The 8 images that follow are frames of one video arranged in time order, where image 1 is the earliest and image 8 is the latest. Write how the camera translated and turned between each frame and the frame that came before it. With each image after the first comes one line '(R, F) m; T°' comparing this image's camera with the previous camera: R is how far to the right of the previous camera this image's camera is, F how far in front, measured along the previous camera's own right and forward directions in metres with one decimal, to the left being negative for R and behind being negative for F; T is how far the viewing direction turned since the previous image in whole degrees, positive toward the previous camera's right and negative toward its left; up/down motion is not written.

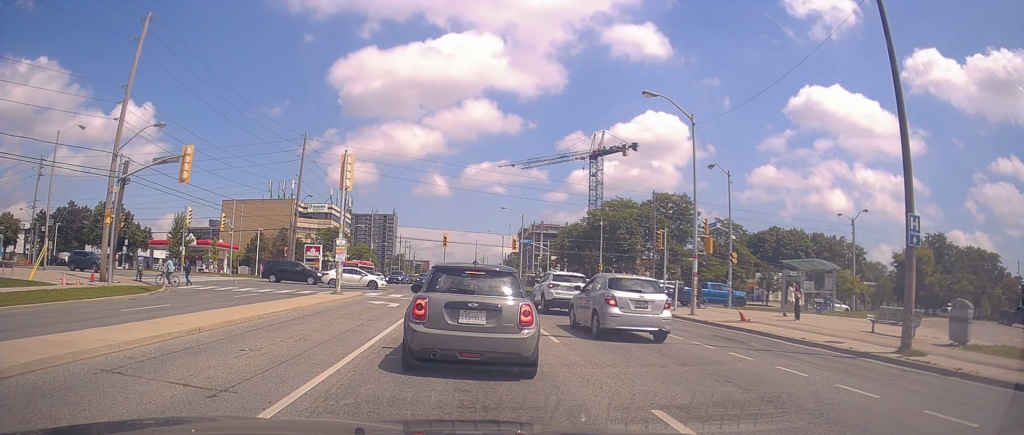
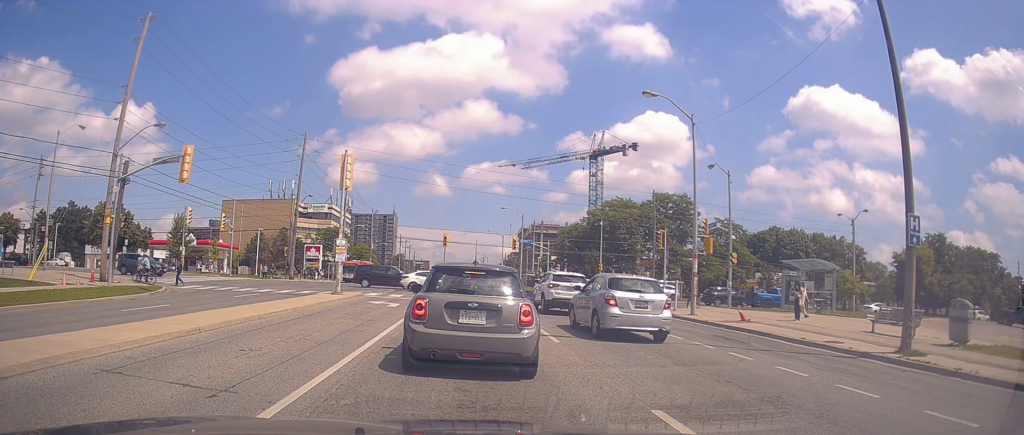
(+0.1, +0.2) m; 0°
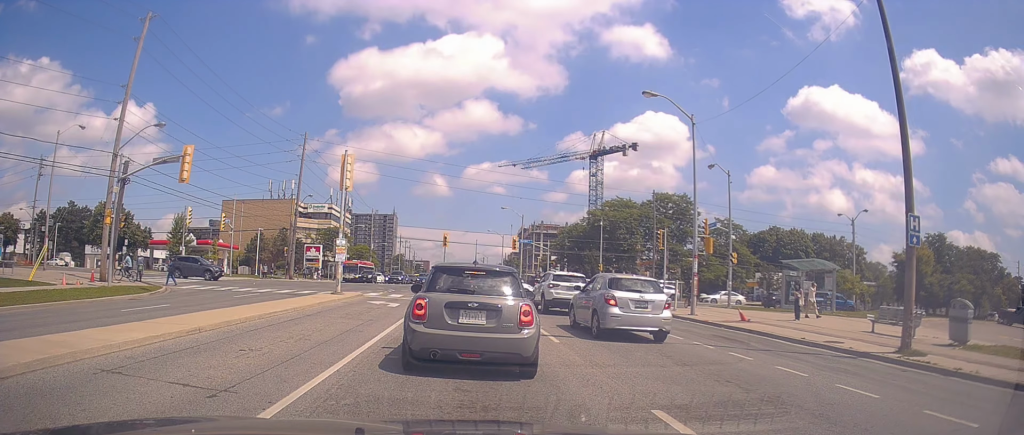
(0.0, 0.0) m; 0°
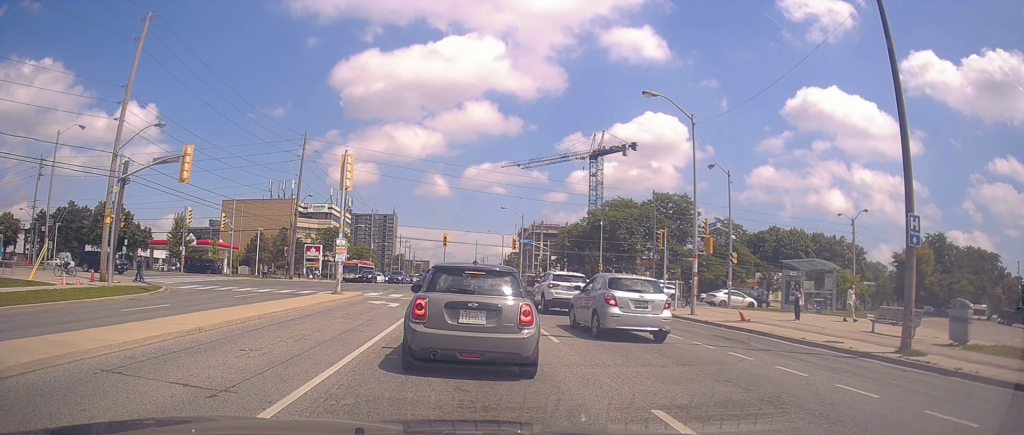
(0.0, 0.0) m; 0°
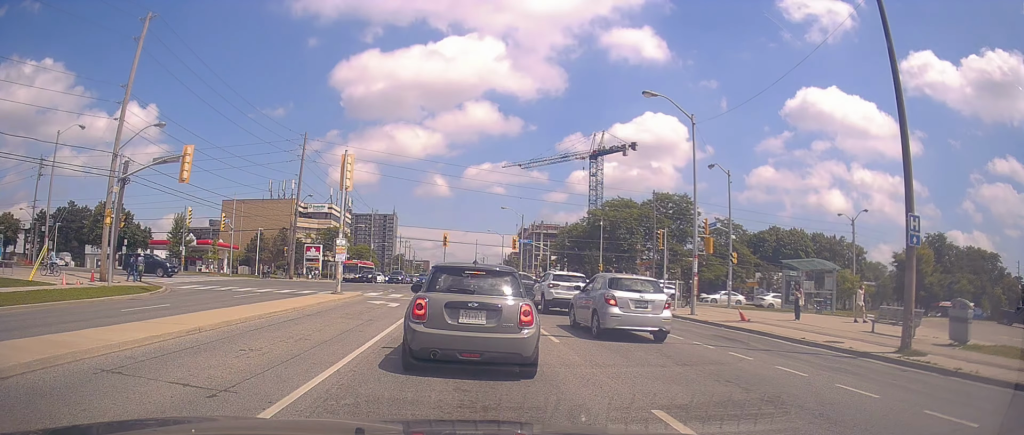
(0.0, 0.0) m; 0°
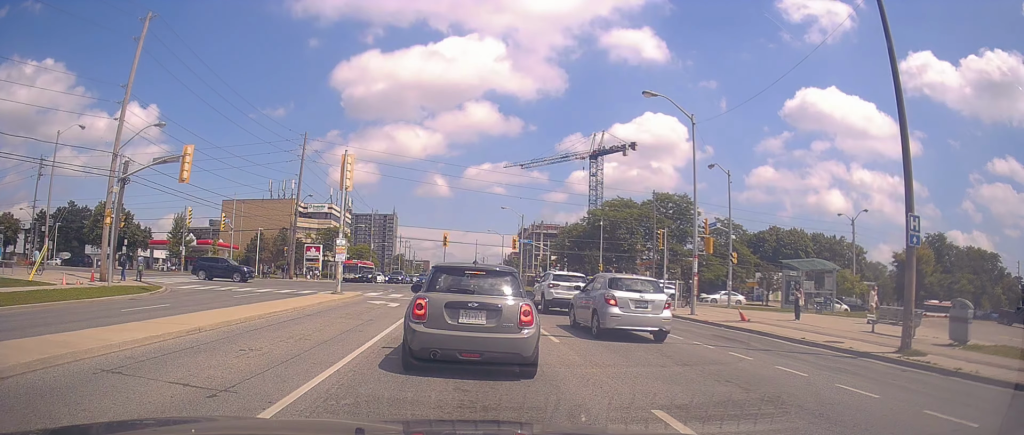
(0.0, 0.0) m; 0°
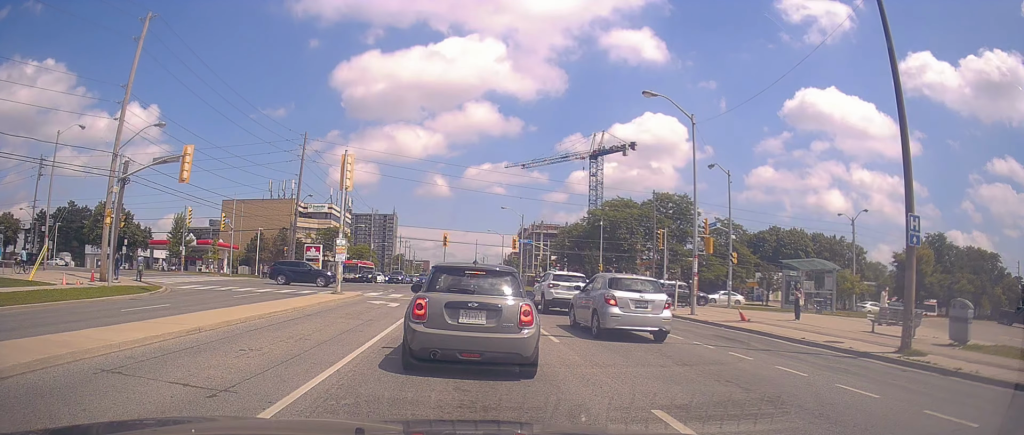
(0.0, 0.0) m; 0°
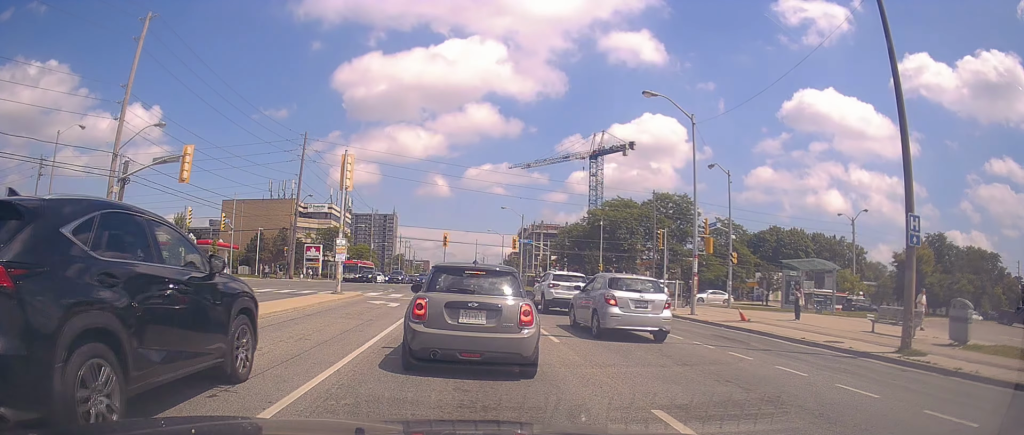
(0.0, 0.0) m; 0°
